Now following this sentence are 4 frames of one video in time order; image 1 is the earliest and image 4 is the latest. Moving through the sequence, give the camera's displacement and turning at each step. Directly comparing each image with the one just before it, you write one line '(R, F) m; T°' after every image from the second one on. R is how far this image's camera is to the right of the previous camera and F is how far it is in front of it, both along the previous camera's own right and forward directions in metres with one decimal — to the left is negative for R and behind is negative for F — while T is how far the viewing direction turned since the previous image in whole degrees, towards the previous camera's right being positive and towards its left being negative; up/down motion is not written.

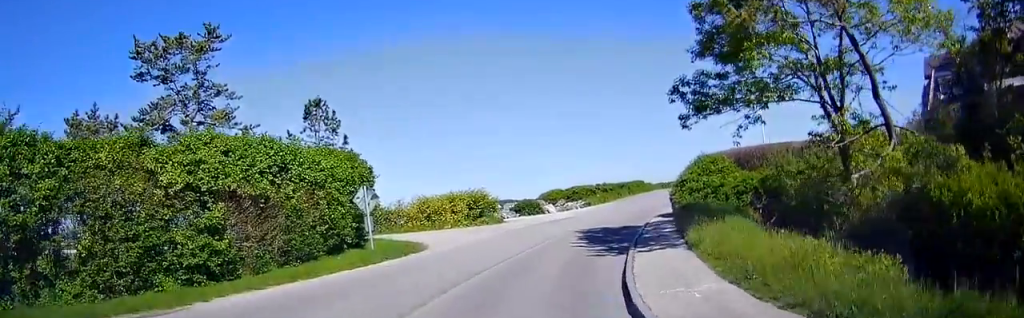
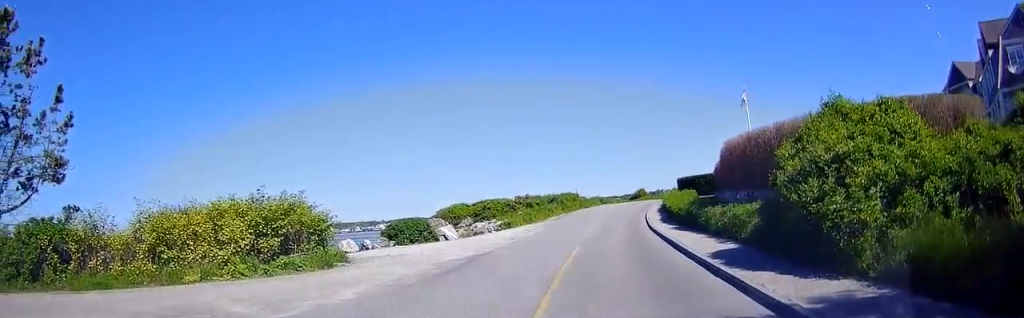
(+1.2, +19.8) m; -17°
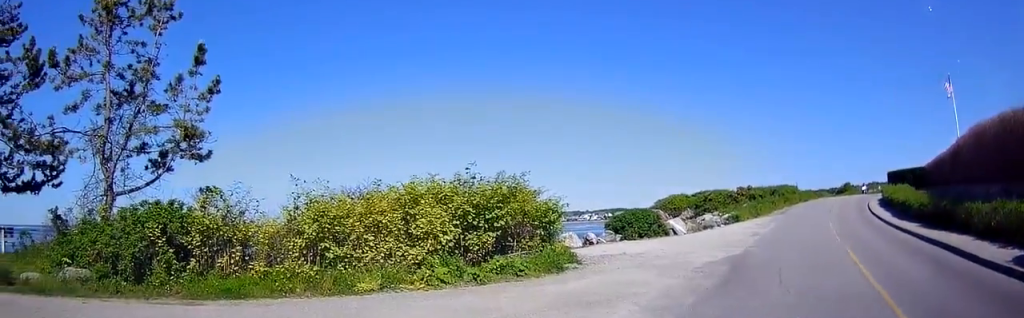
(-1.0, +3.2) m; -36°
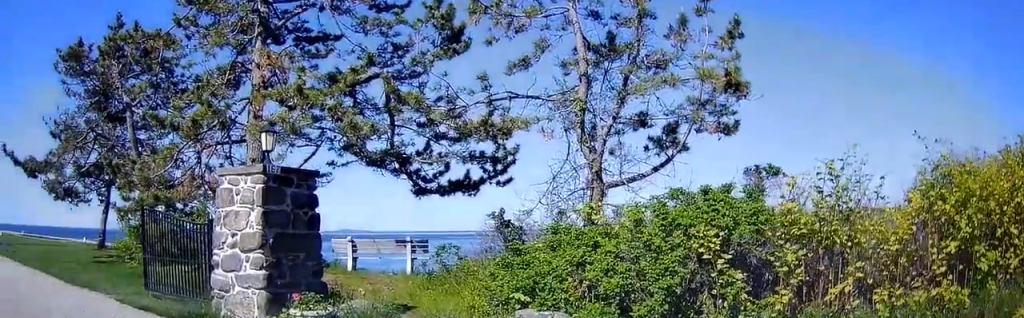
(-1.3, +5.2) m; -20°
